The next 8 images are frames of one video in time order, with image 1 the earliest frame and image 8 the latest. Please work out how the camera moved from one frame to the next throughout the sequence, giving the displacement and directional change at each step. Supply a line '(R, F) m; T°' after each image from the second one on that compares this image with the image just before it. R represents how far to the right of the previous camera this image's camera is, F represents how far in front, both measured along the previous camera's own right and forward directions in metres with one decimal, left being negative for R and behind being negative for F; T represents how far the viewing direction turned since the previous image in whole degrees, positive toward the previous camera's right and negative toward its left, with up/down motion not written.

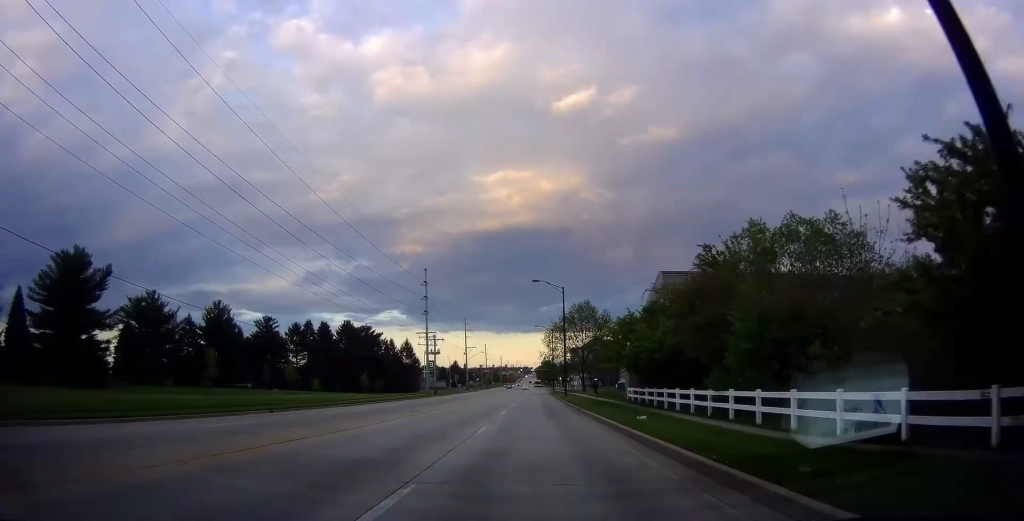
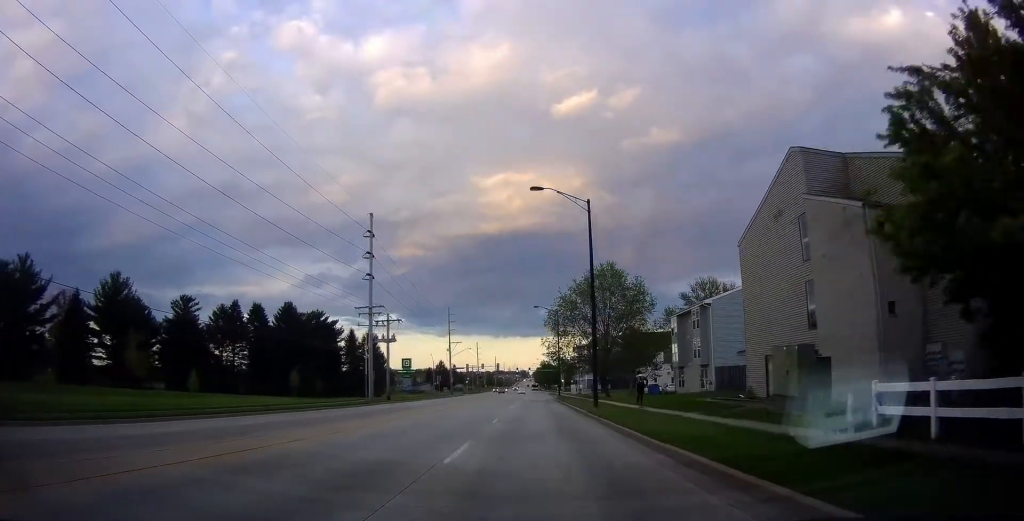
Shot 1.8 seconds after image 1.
(0.0, +31.1) m; -2°
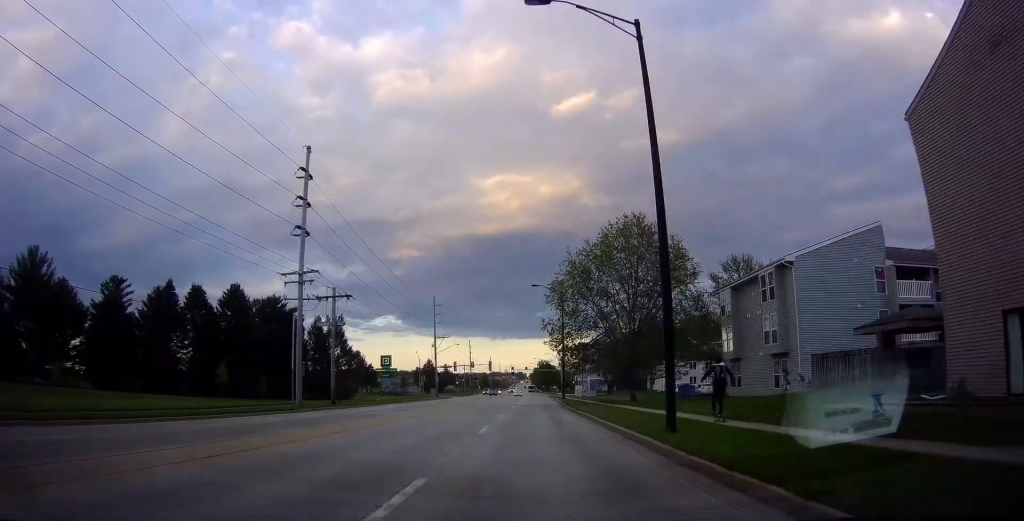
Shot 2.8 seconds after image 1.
(-0.9, +17.8) m; -1°
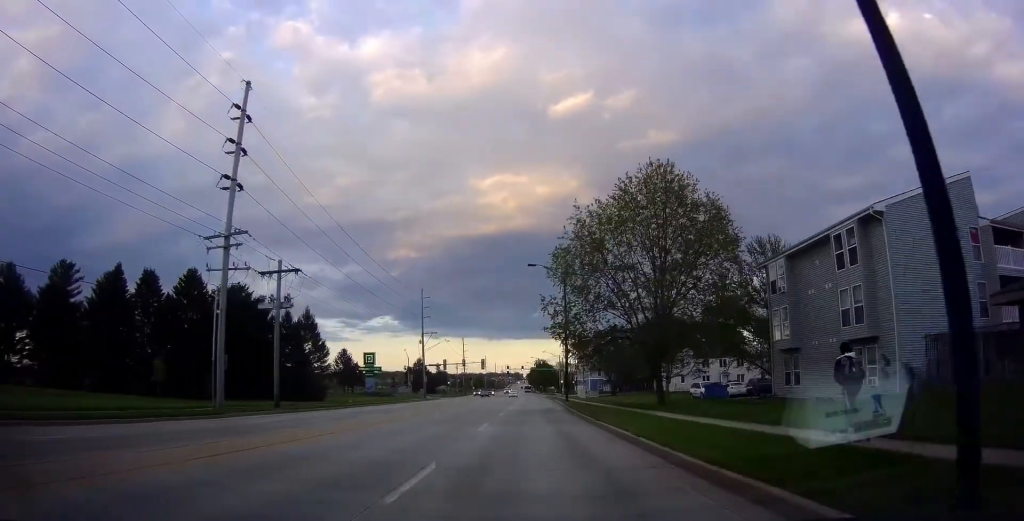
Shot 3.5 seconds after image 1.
(+0.2, +10.9) m; +3°
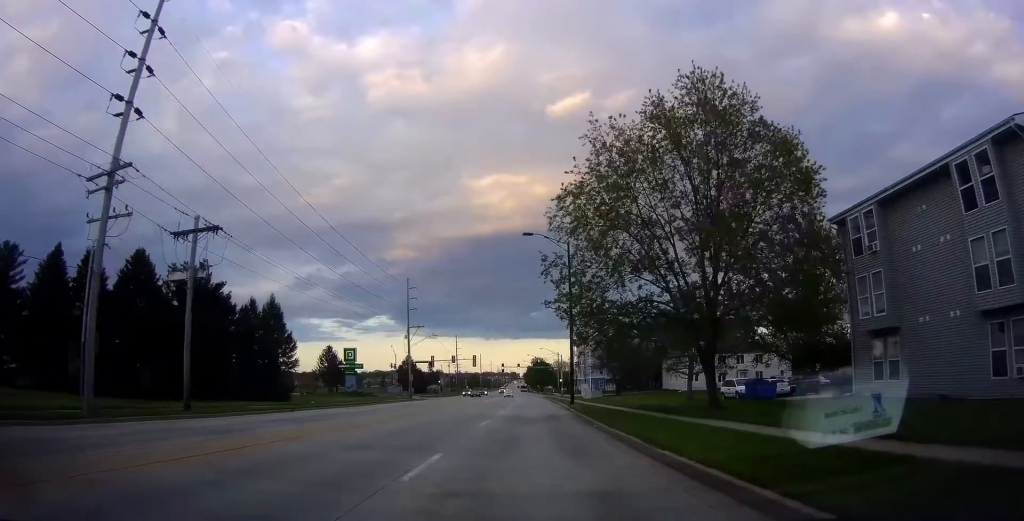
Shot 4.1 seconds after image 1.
(+0.4, +10.7) m; 0°
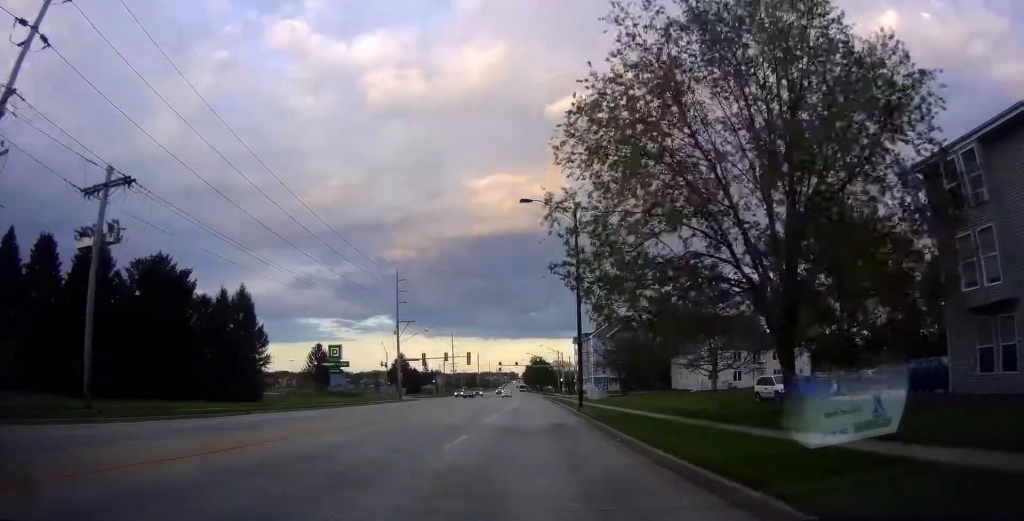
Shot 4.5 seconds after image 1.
(+0.7, +7.3) m; -2°
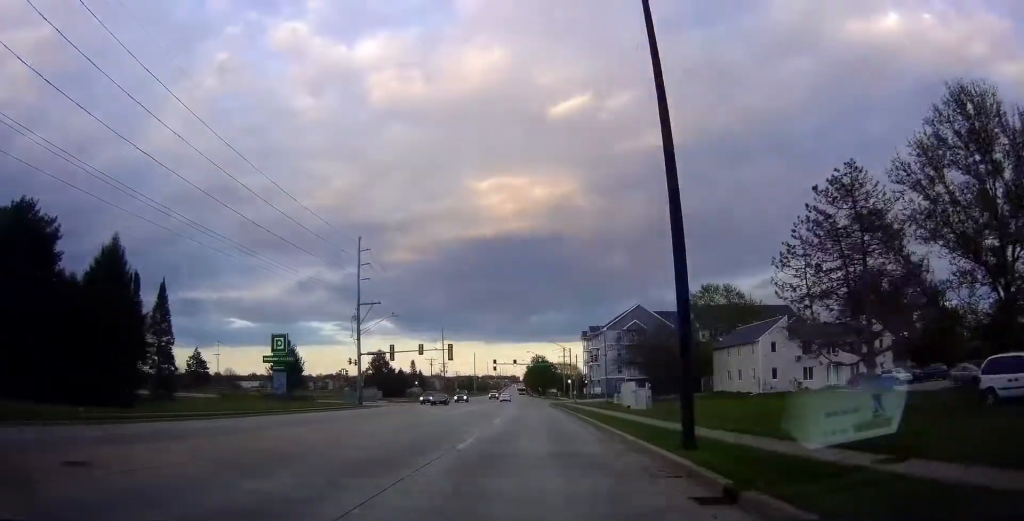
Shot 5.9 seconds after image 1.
(-1.6, +22.8) m; 0°
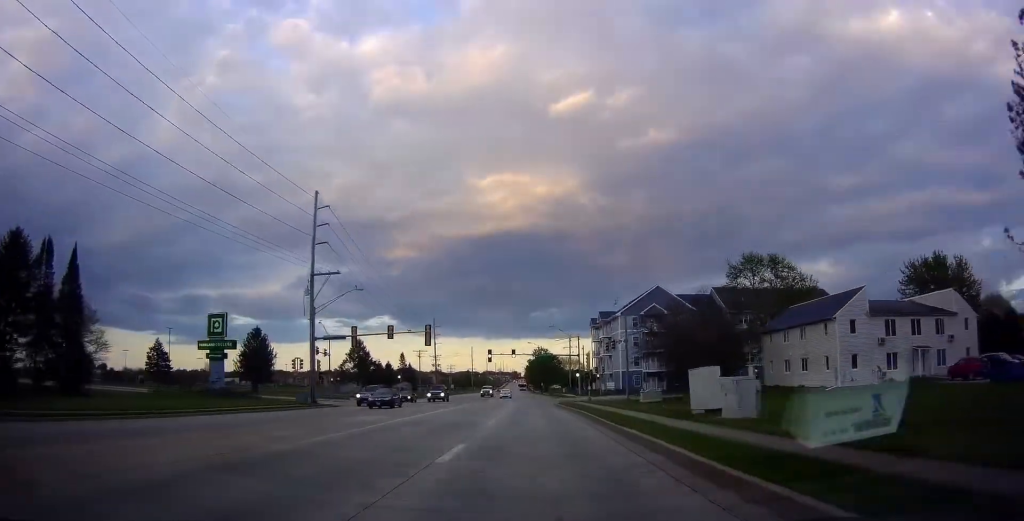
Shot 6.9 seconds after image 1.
(+1.4, +17.0) m; +3°
